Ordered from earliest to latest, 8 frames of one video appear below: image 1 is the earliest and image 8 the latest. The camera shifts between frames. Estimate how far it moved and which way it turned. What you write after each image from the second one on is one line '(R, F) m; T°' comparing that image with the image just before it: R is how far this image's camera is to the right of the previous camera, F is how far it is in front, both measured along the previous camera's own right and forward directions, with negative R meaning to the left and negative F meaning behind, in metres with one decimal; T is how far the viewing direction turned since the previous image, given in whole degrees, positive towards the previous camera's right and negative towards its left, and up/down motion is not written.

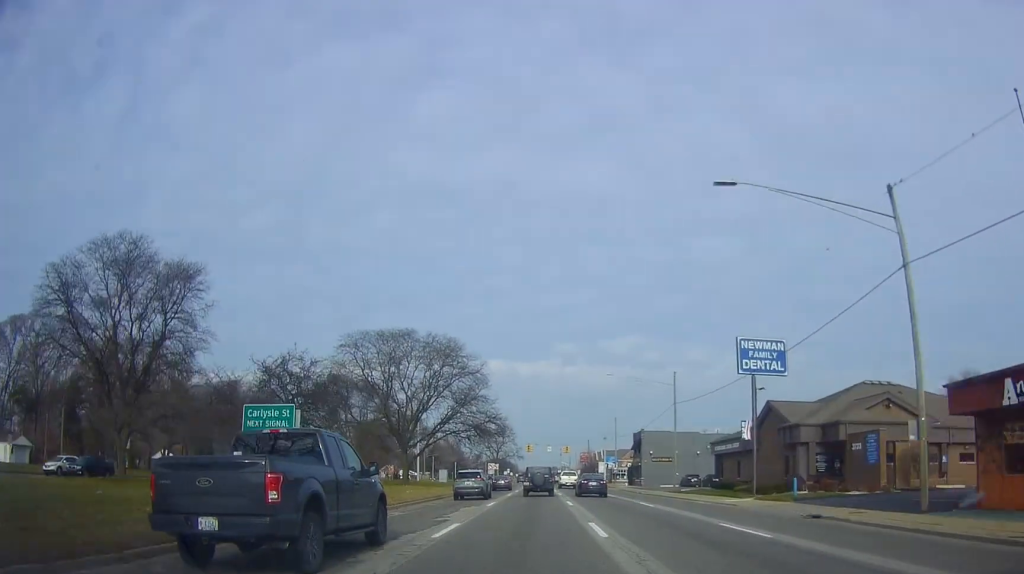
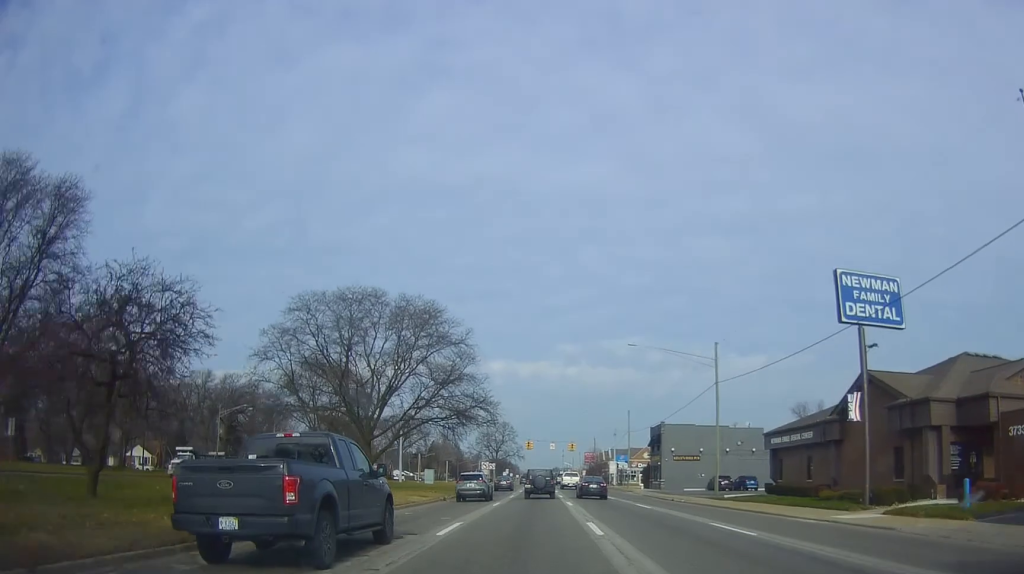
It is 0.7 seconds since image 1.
(-0.3, +13.5) m; 0°
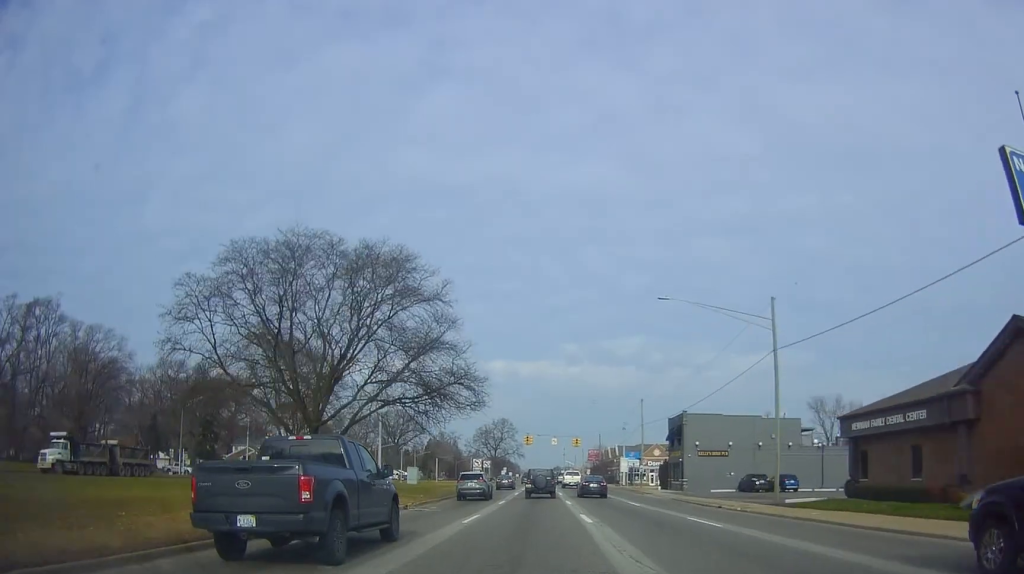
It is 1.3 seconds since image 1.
(+0.5, +11.4) m; 0°
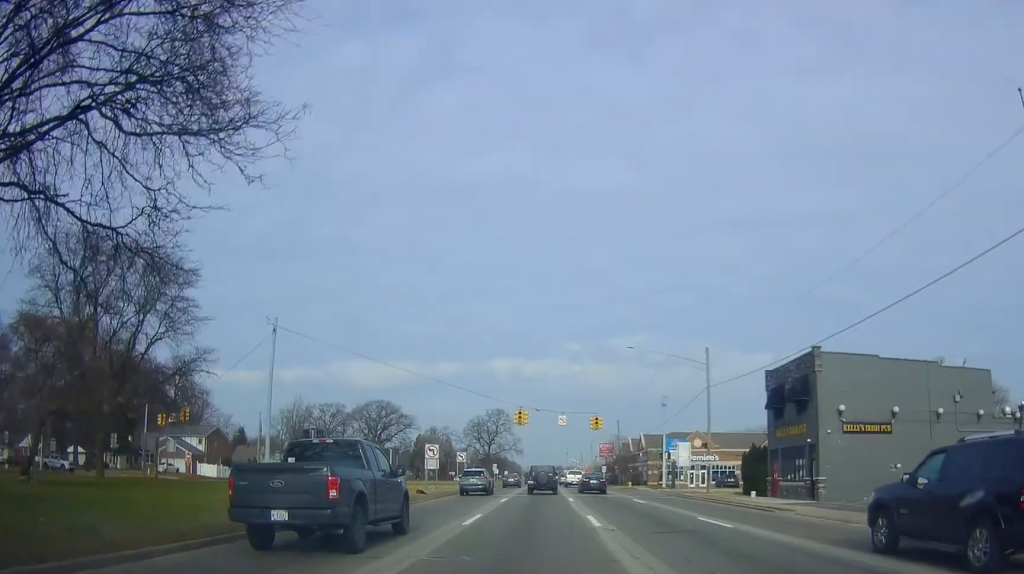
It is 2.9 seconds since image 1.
(-0.3, +31.3) m; +1°
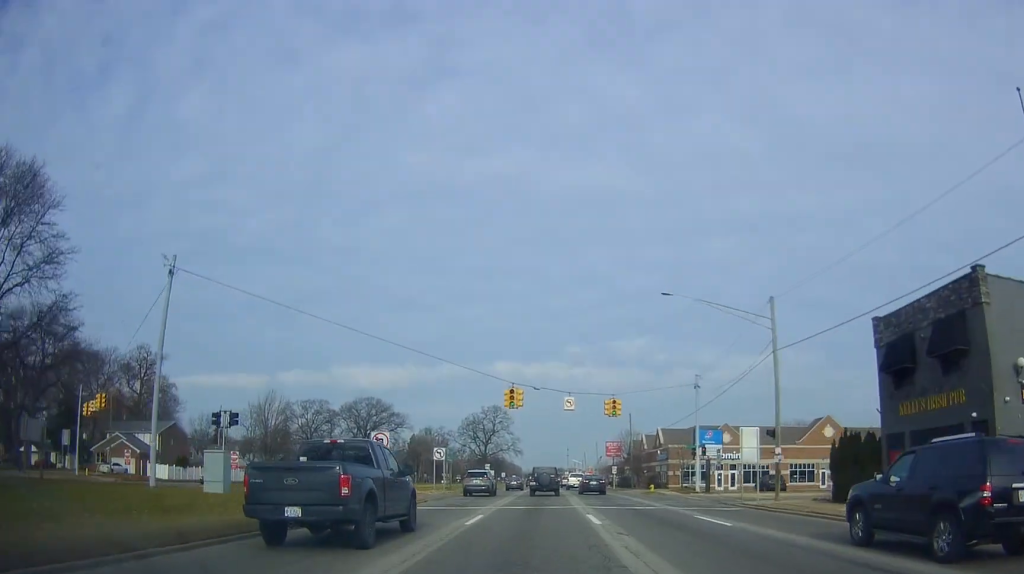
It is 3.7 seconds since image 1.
(+0.4, +14.2) m; +1°
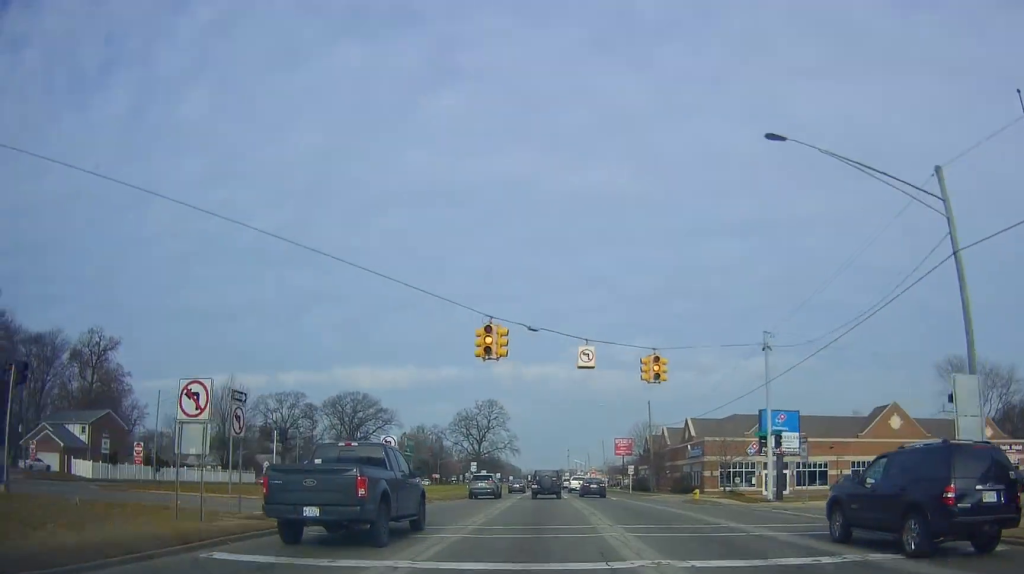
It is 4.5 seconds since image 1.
(-0.4, +16.9) m; 0°
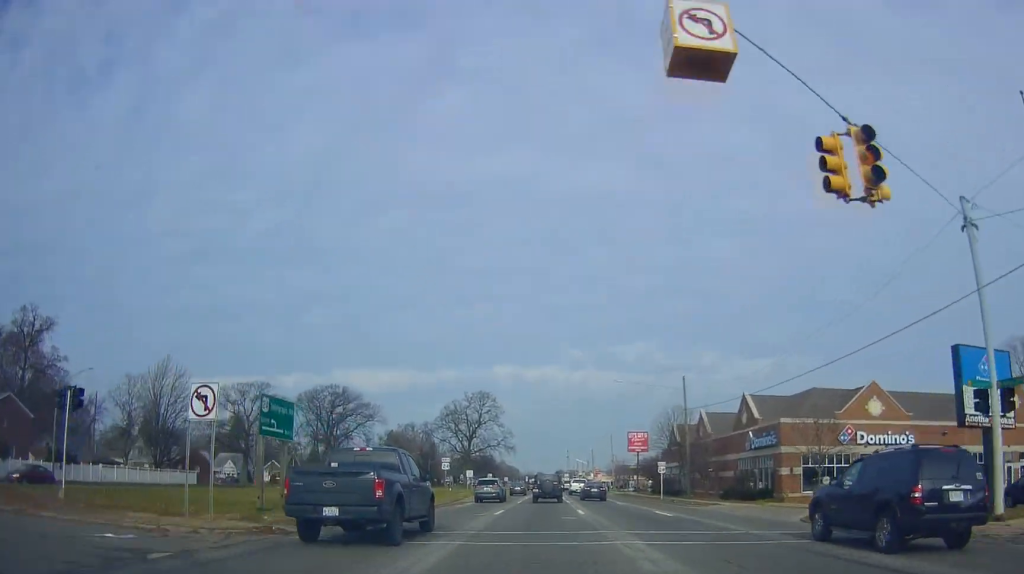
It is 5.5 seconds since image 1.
(+0.4, +19.8) m; -1°
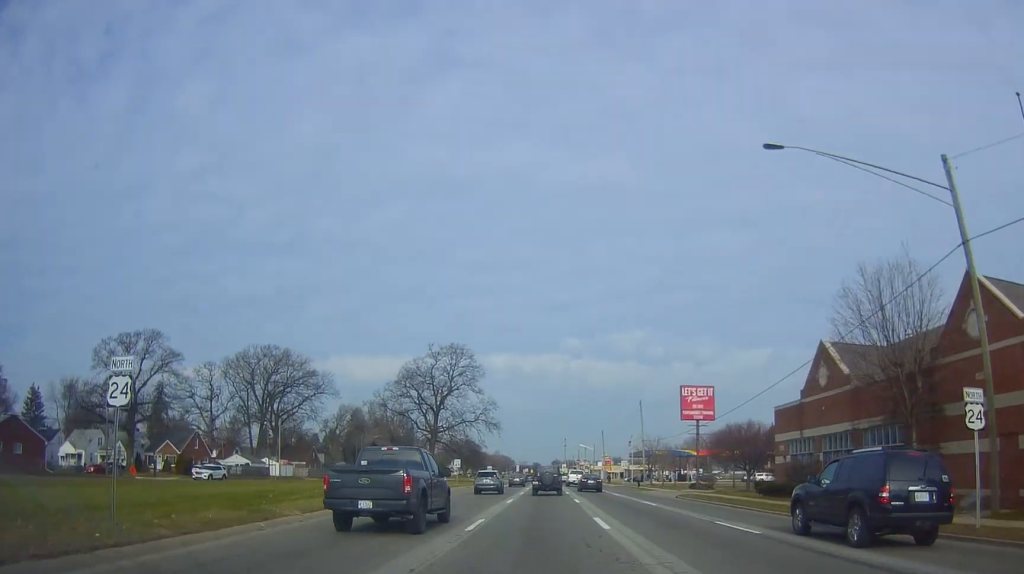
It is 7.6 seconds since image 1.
(+0.1, +40.8) m; +2°
